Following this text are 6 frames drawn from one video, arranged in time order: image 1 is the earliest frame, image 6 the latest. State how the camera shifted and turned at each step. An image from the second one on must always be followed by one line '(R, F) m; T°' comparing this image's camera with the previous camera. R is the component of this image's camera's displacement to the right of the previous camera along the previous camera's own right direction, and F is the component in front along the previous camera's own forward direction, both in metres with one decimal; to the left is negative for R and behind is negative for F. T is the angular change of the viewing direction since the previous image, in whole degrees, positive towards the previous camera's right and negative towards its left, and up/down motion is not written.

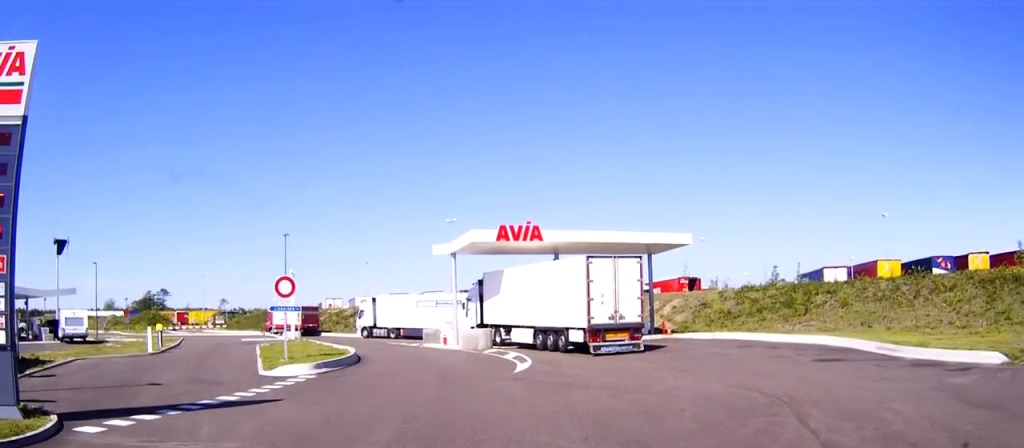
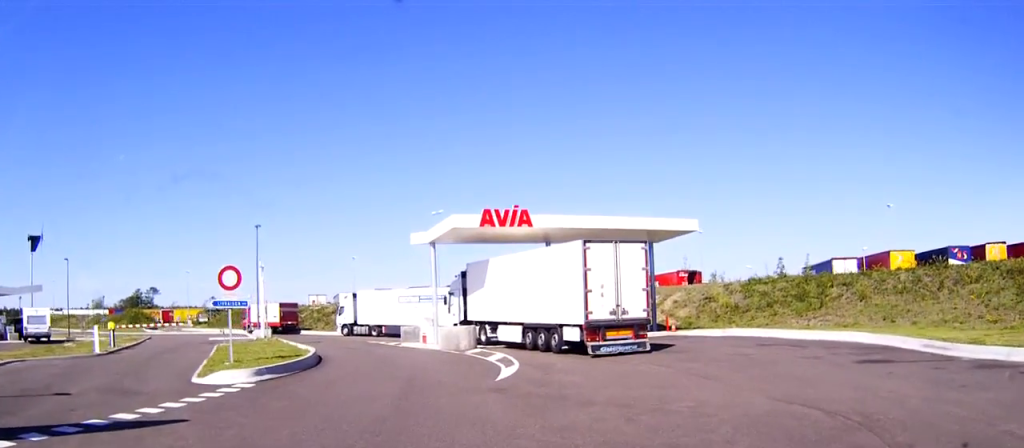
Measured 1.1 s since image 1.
(+0.3, +4.4) m; +4°
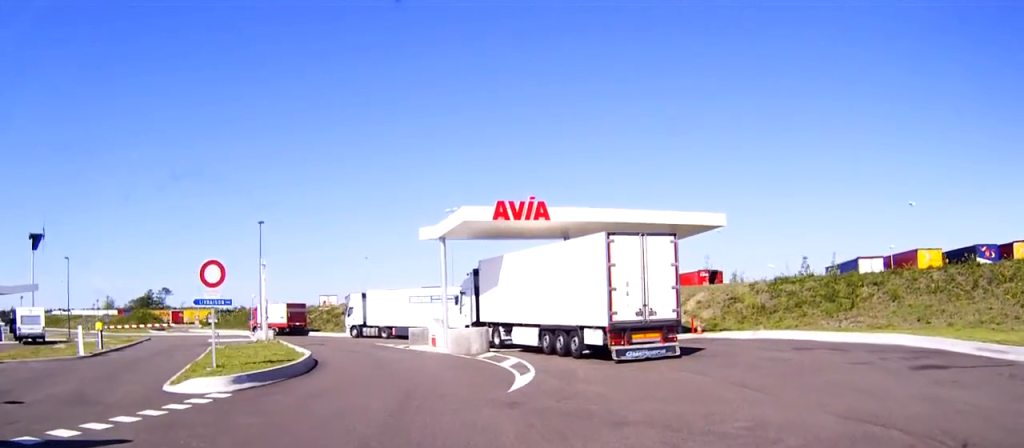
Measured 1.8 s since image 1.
(0.0, +2.6) m; +1°
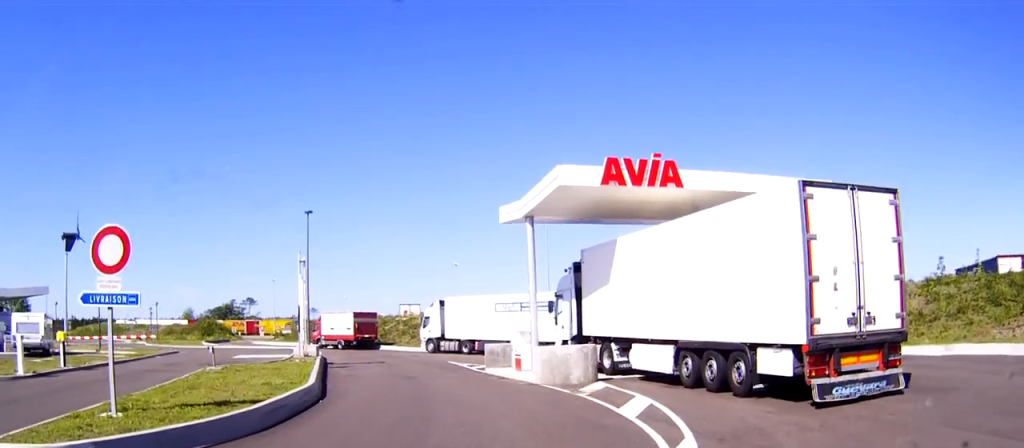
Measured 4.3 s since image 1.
(-0.5, +9.6) m; -14°
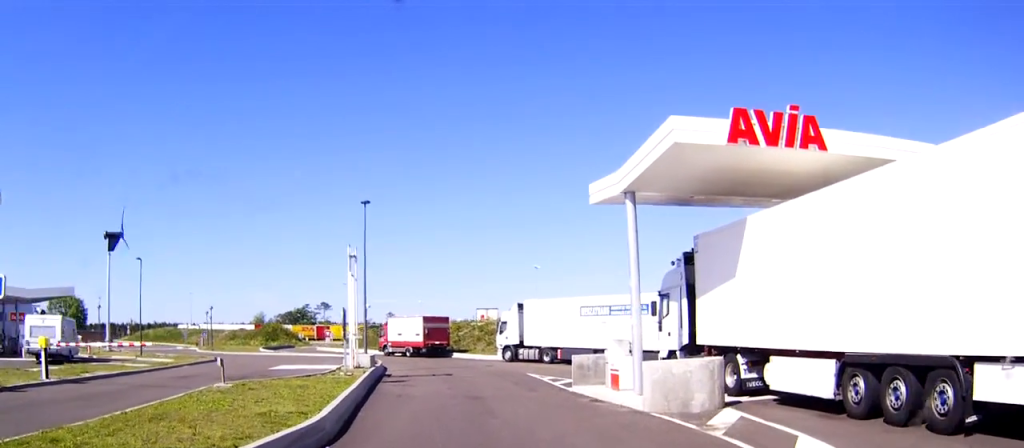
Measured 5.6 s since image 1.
(-0.5, +5.4) m; -5°
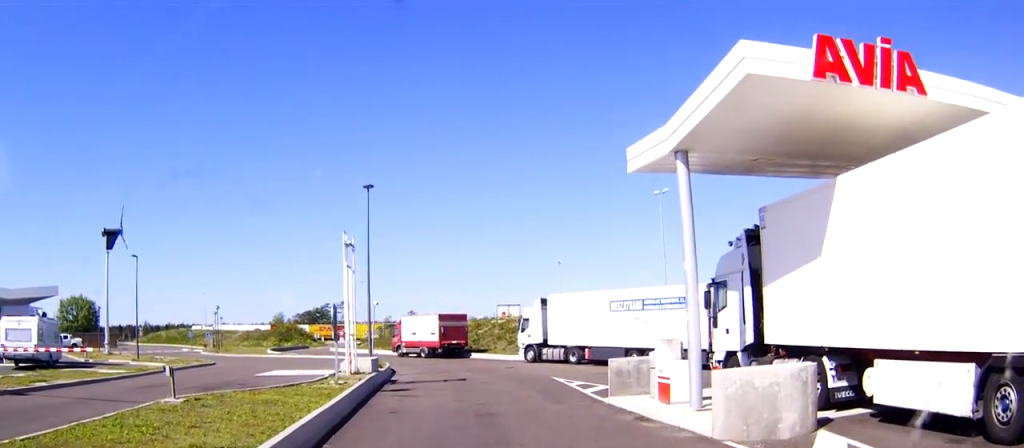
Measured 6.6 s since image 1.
(0.0, +4.4) m; 0°
